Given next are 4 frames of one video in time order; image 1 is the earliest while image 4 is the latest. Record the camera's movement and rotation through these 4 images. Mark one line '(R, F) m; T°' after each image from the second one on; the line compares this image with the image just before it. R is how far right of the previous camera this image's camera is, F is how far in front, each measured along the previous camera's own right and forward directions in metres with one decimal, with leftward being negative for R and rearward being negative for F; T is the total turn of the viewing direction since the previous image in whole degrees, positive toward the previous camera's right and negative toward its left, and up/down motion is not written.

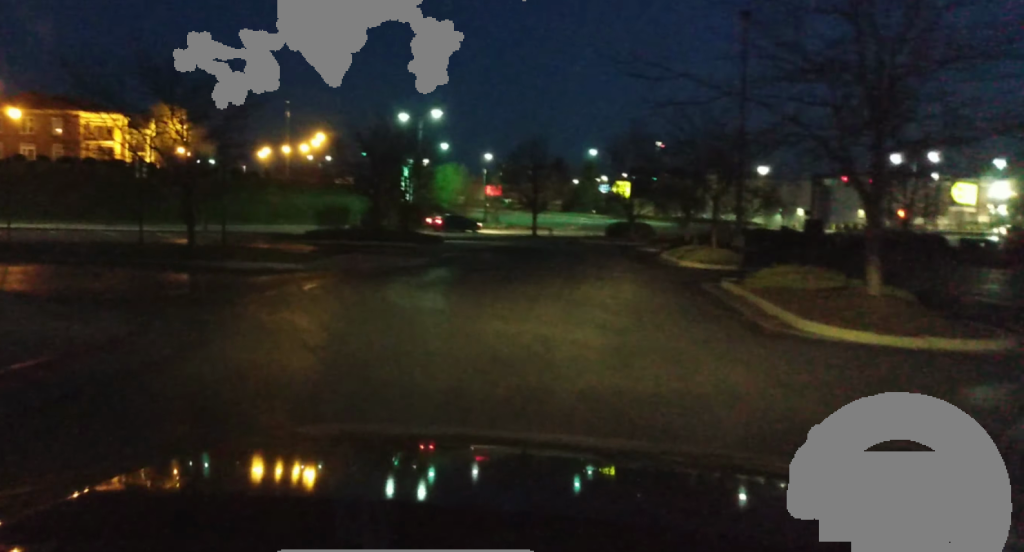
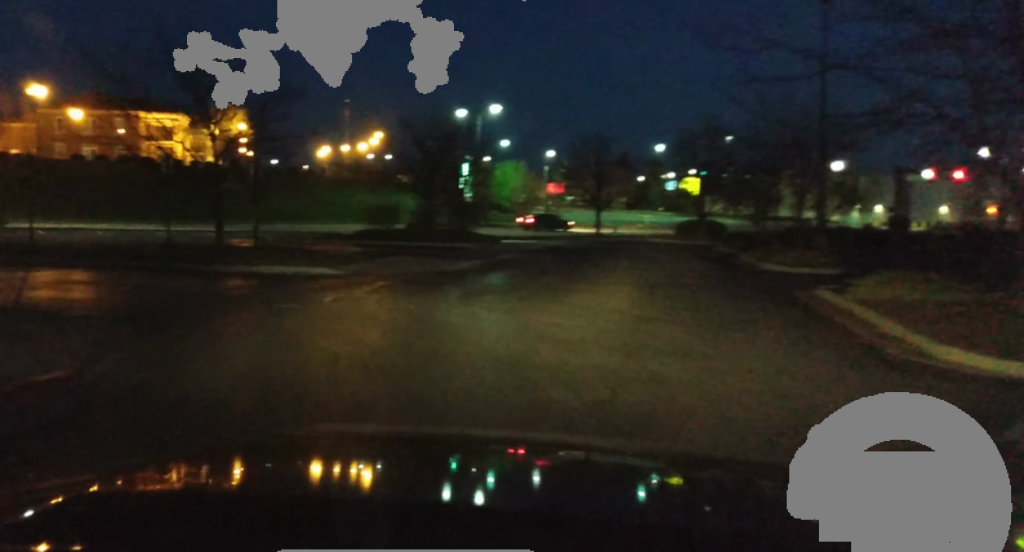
(0.0, +2.7) m; -1°
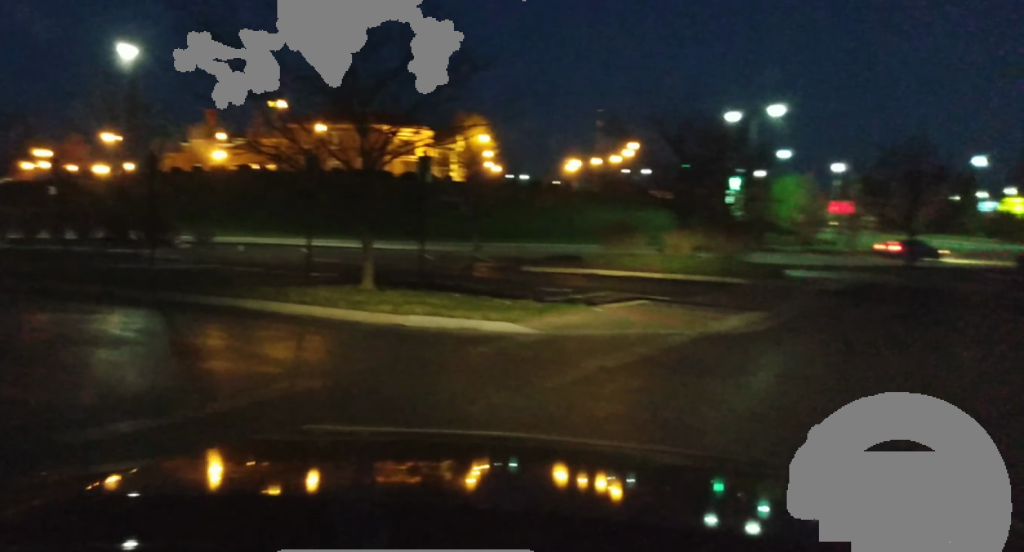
(-0.5, +8.3) m; -15°
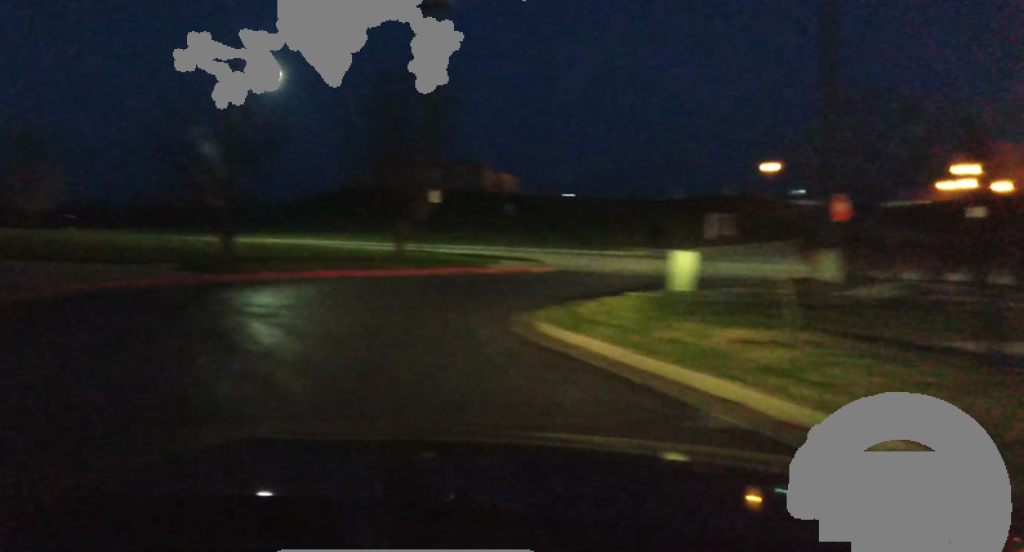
(-5.1, +10.1) m; -49°
